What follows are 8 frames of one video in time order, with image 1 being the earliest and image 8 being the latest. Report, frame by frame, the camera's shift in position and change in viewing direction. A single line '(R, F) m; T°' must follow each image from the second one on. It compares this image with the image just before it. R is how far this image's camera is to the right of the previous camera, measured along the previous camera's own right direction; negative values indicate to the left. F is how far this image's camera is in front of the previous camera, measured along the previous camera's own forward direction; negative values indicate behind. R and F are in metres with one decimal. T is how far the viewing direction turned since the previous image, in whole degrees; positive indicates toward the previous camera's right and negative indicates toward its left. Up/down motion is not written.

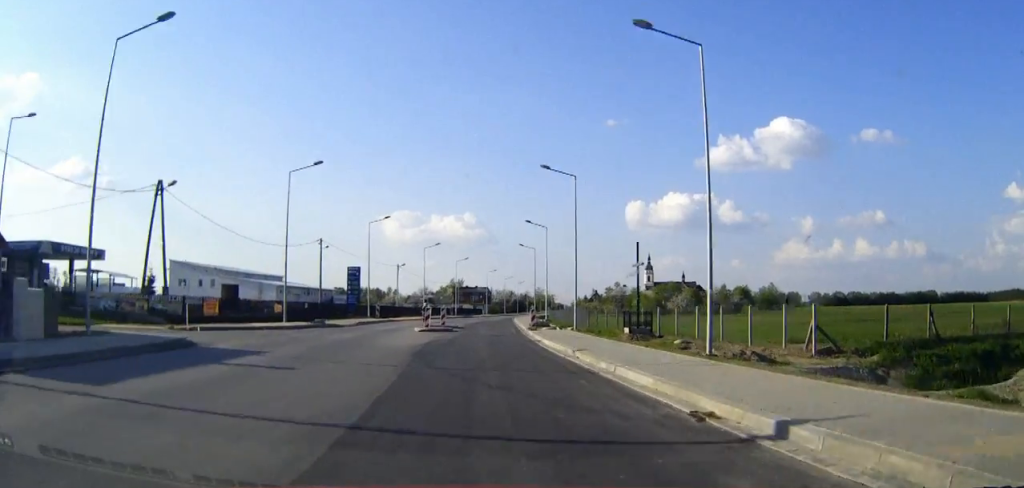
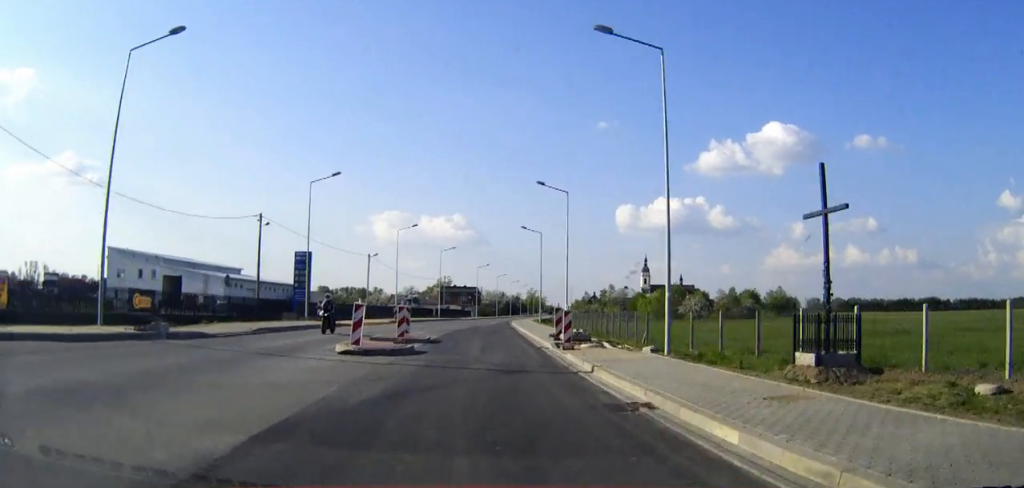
(0.0, +20.4) m; 0°
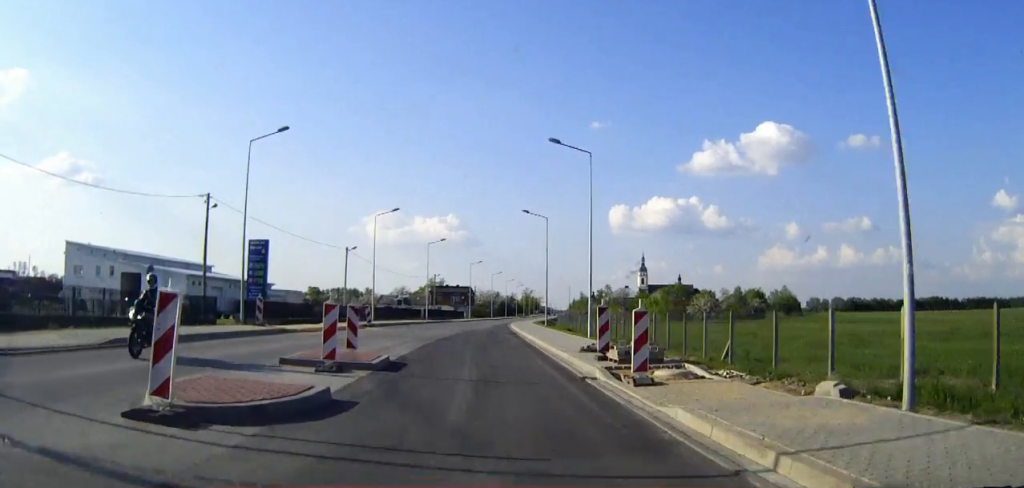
(0.0, +11.4) m; 0°
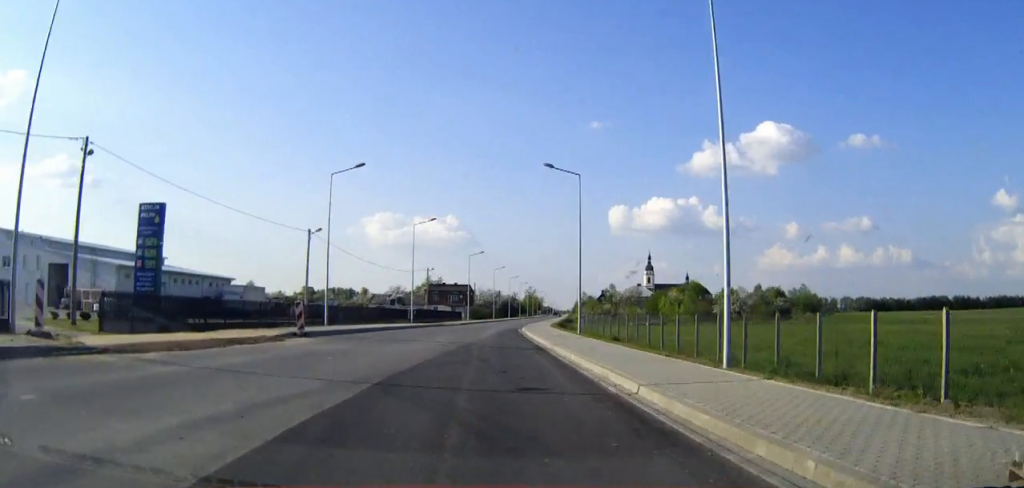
(+0.1, +18.0) m; 0°
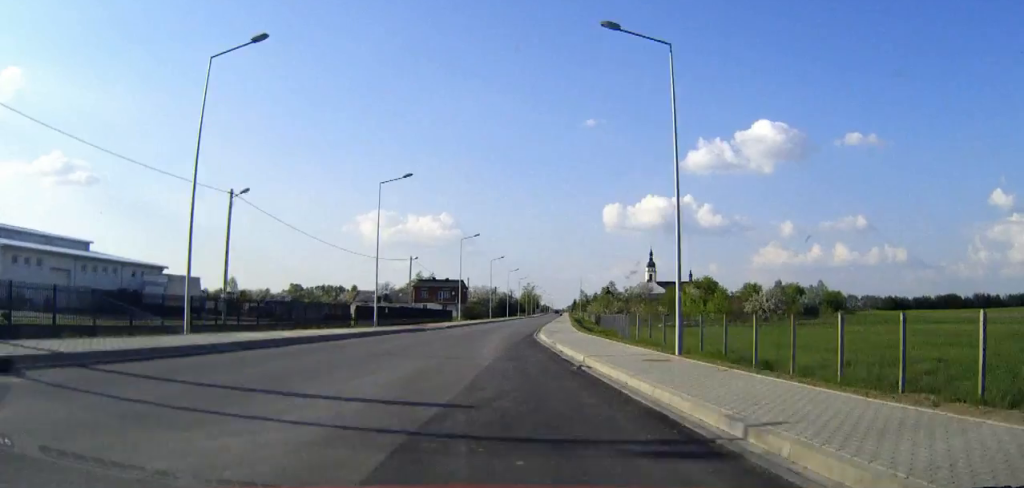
(0.0, +19.4) m; 0°
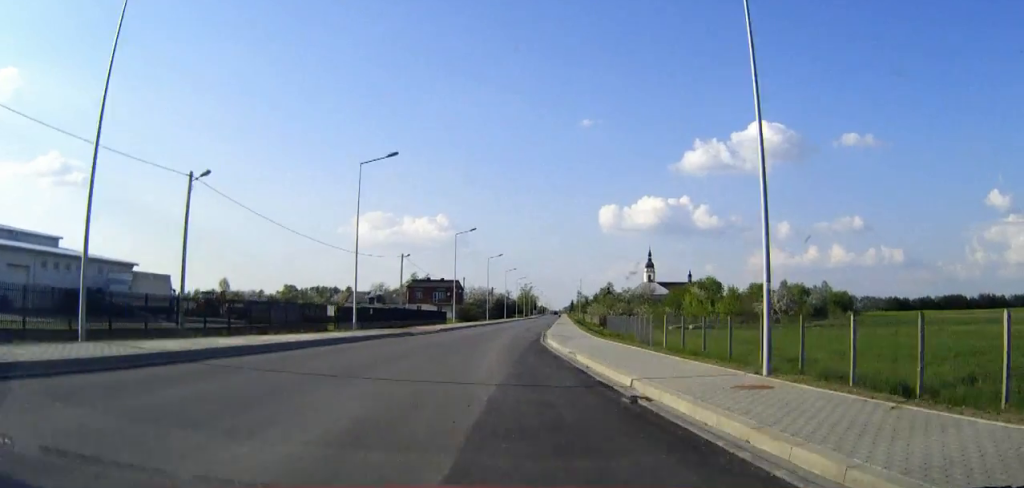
(0.0, +6.1) m; 0°
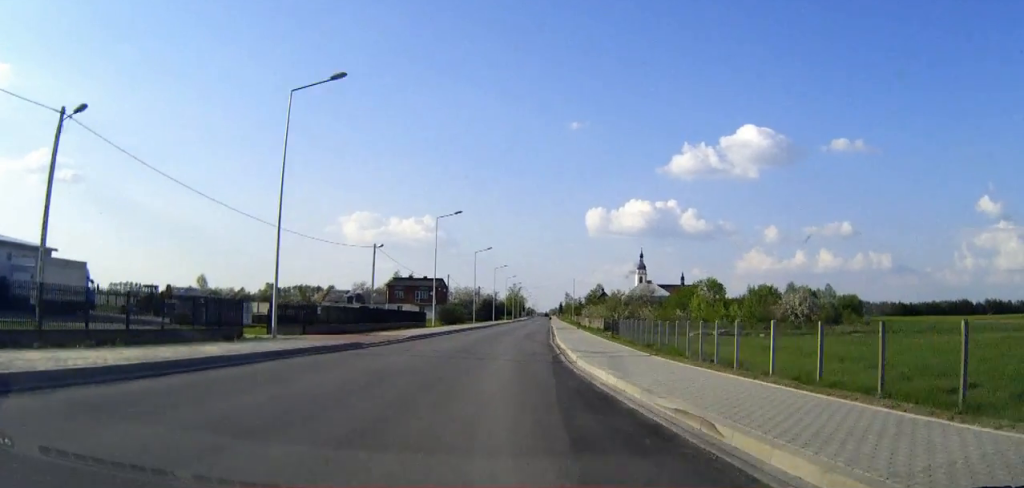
(+0.1, +12.6) m; +1°
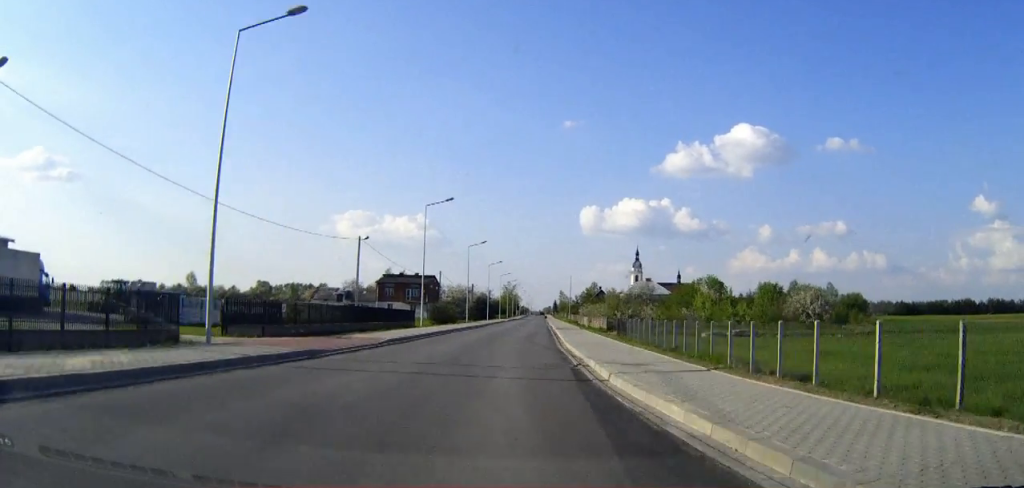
(0.0, +5.6) m; +1°
